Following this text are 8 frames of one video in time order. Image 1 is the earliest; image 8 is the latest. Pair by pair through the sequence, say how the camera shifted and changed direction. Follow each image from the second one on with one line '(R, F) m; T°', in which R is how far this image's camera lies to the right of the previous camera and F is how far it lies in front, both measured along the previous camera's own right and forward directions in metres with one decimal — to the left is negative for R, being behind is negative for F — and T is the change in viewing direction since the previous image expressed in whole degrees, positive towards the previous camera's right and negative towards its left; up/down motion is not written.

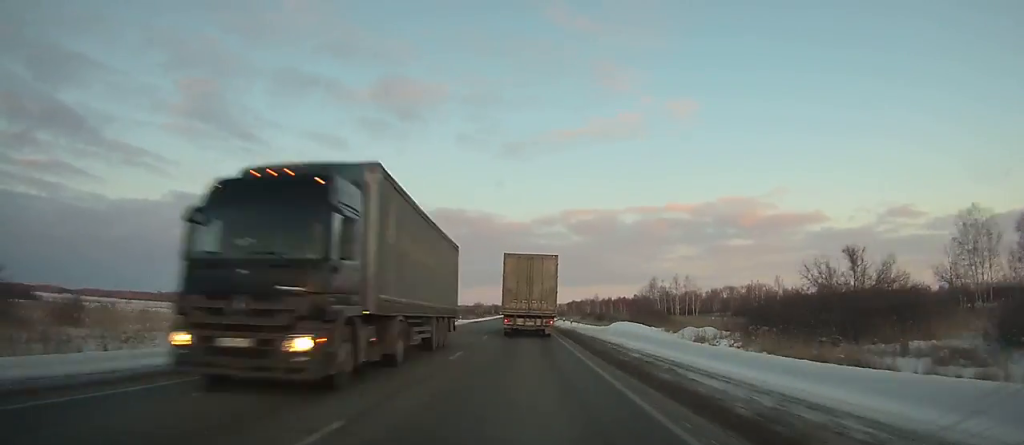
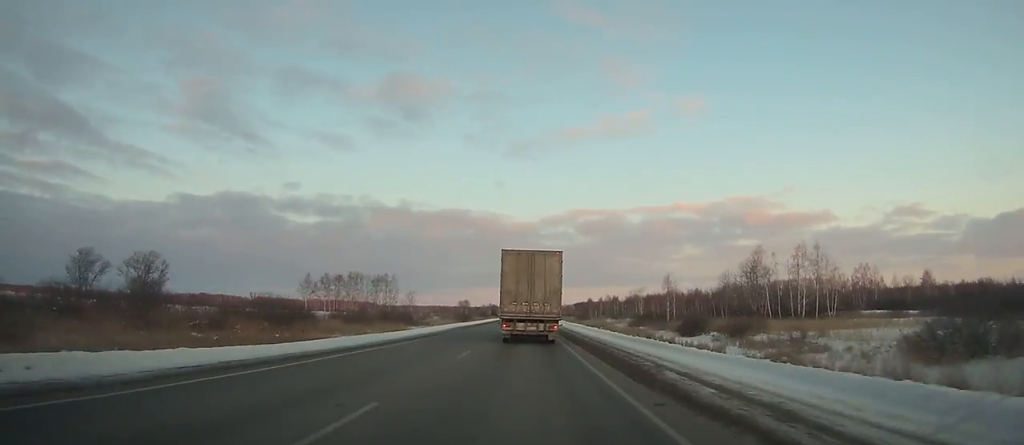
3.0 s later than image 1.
(-0.3, +81.6) m; 0°
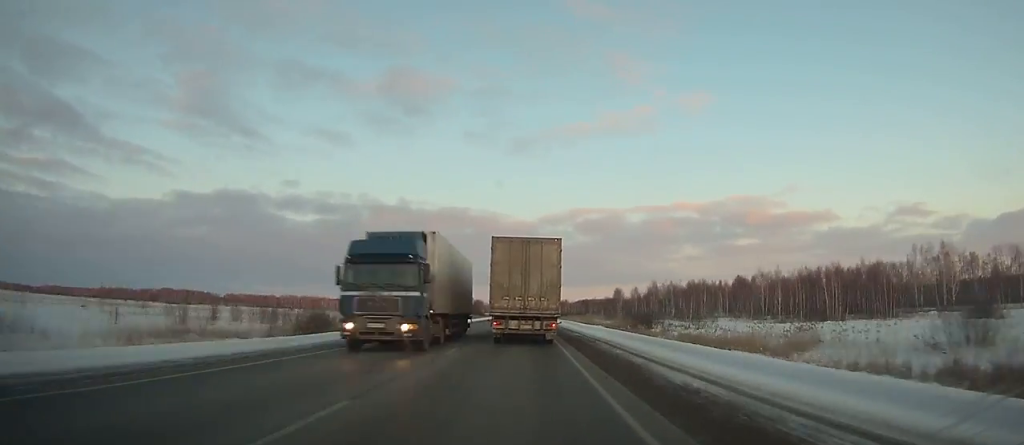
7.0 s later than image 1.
(-0.1, +106.4) m; 0°
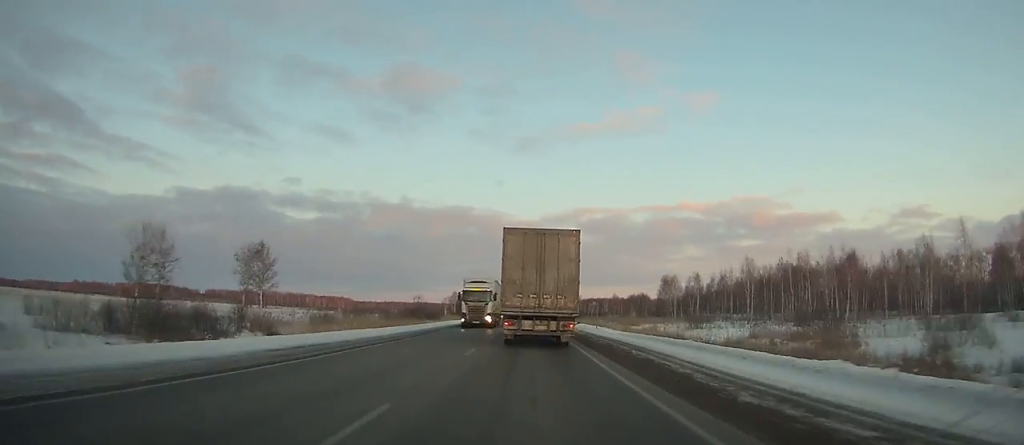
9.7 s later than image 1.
(-0.4, +70.8) m; 0°
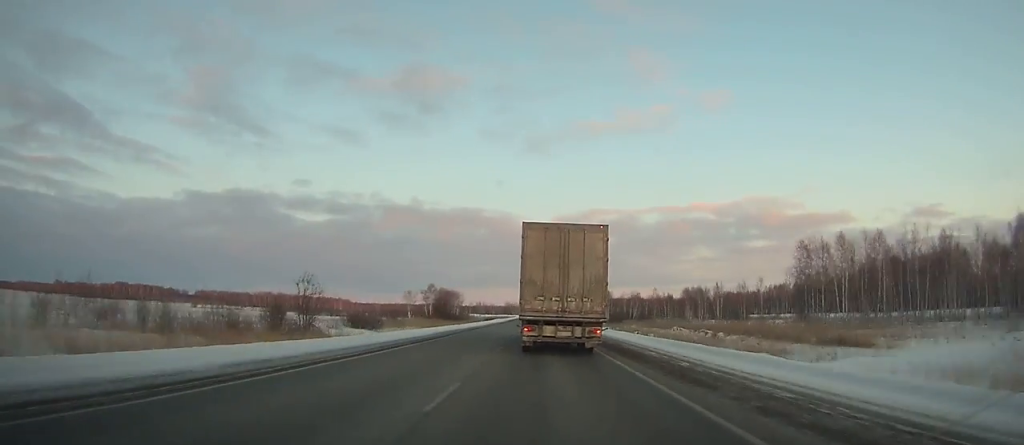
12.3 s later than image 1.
(-0.1, +67.7) m; 0°
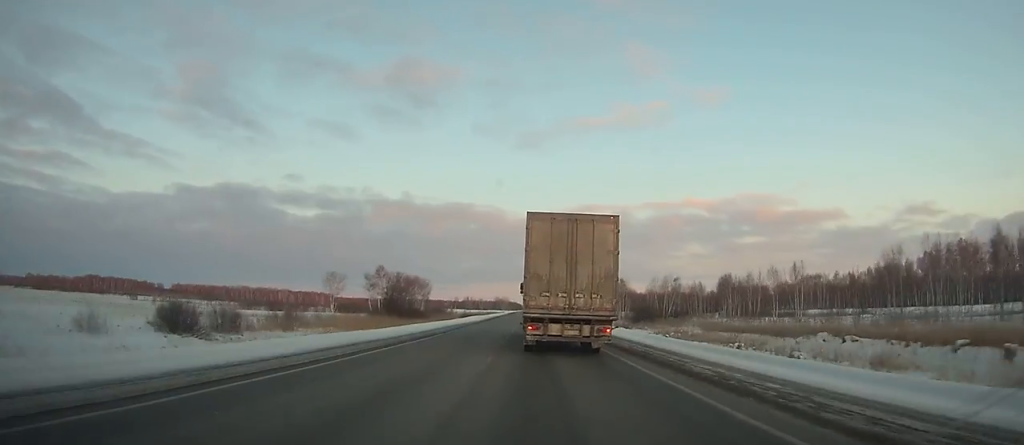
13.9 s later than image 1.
(+0.1, +41.5) m; 0°
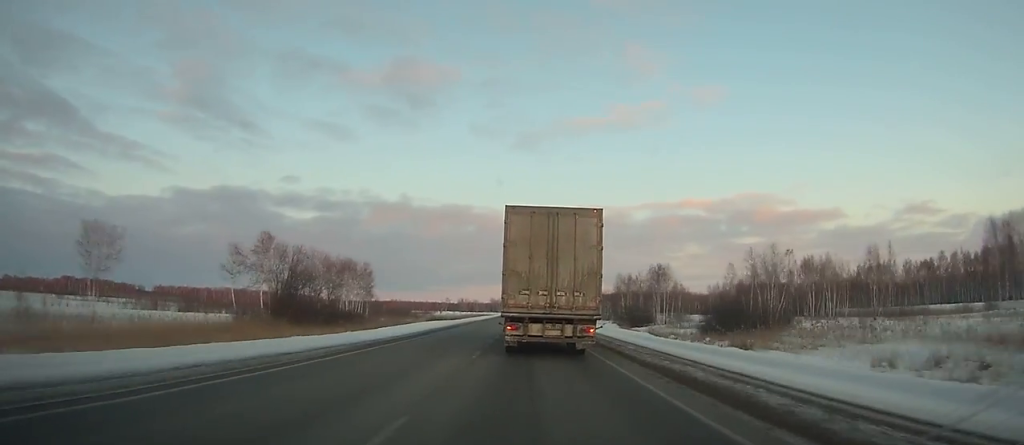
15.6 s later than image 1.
(+0.2, +44.0) m; 0°
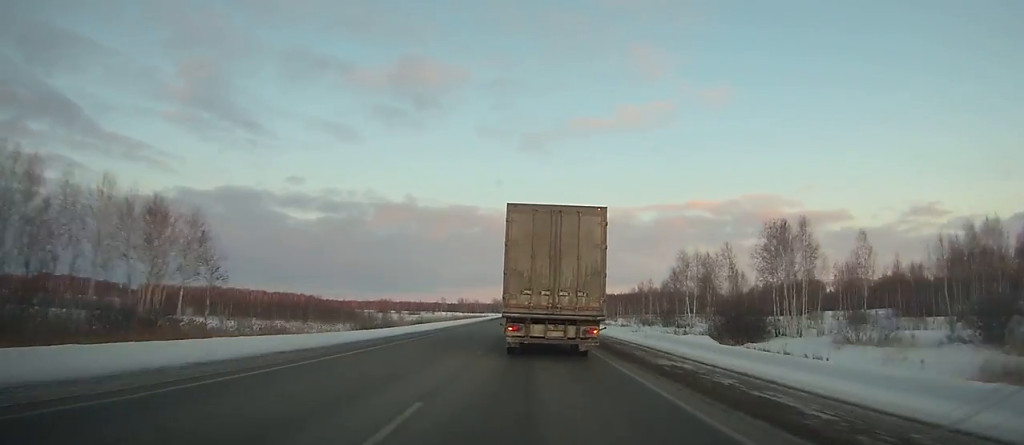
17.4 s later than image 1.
(0.0, +46.2) m; 0°
